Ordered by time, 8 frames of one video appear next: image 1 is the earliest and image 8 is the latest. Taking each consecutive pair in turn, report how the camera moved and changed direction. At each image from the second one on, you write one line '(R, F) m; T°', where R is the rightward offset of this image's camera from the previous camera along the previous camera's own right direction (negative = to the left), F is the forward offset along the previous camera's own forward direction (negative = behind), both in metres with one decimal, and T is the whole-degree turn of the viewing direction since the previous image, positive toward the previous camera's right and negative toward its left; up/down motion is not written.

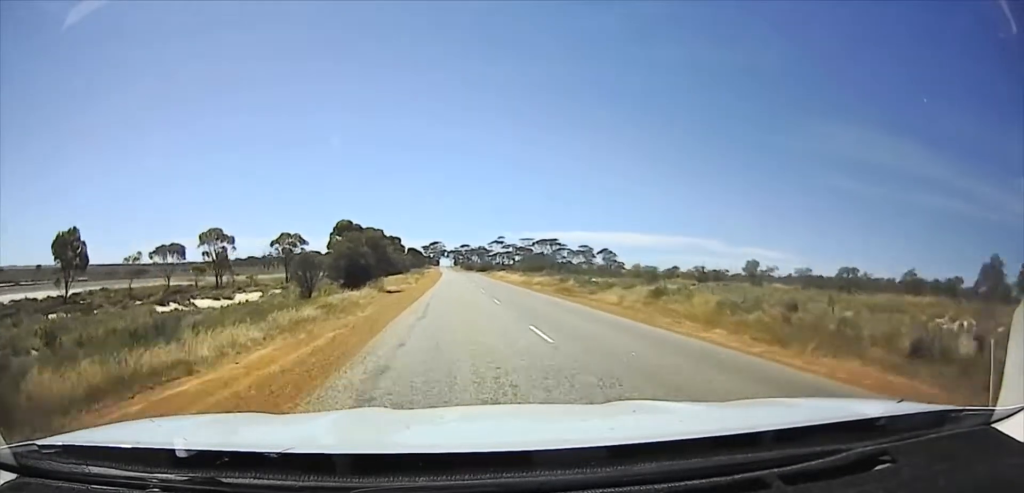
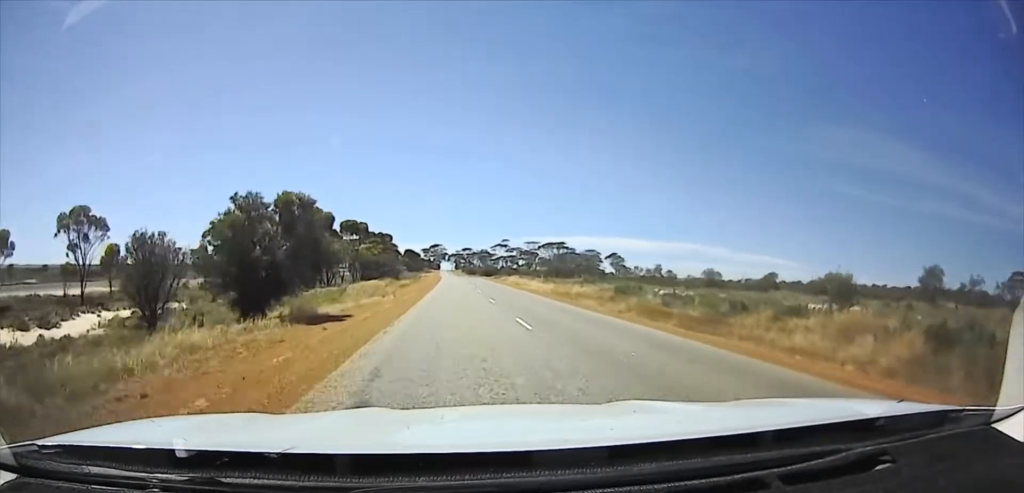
(-0.7, +32.8) m; 0°
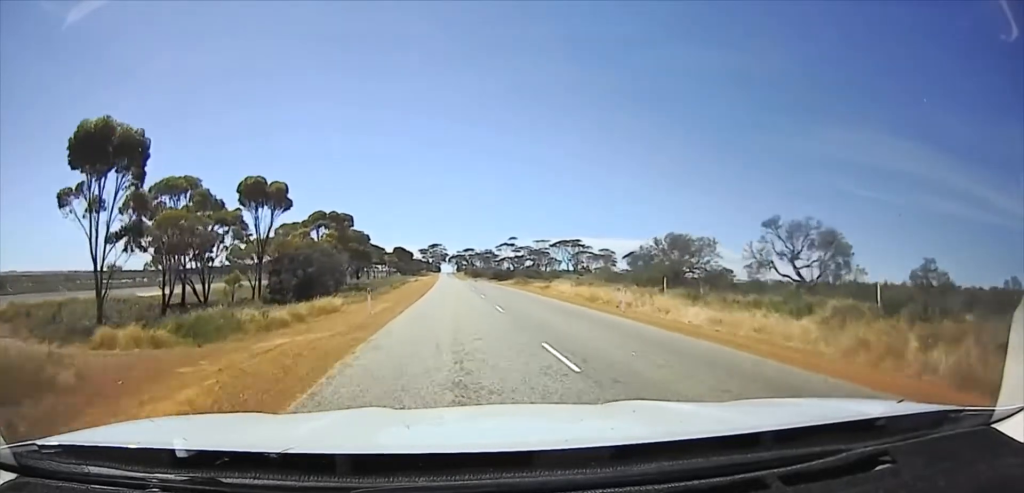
(+1.3, +66.4) m; +1°
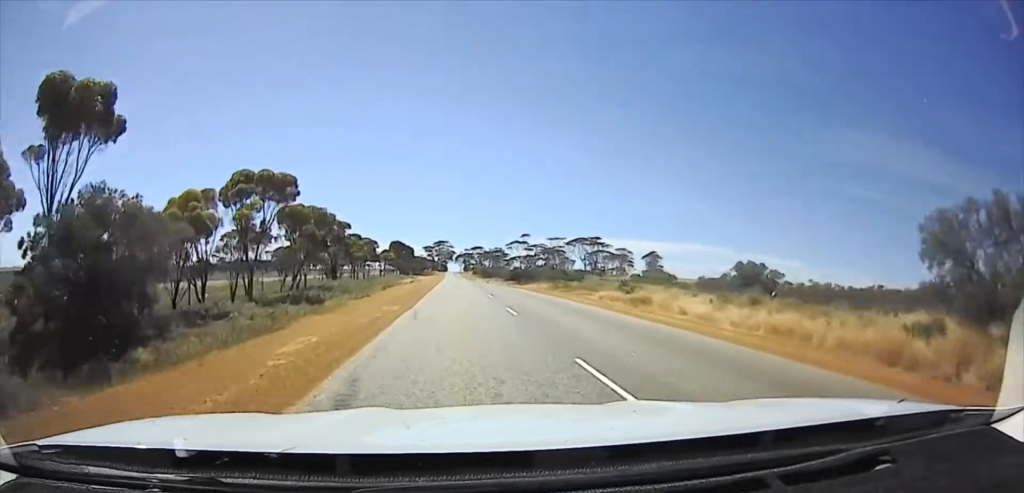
(-0.1, +35.1) m; -1°
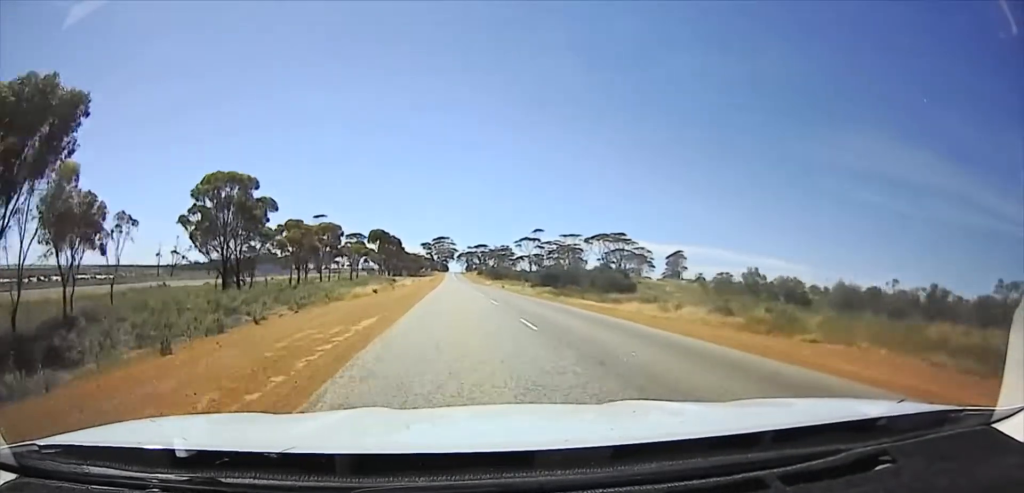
(-0.5, +45.4) m; -1°
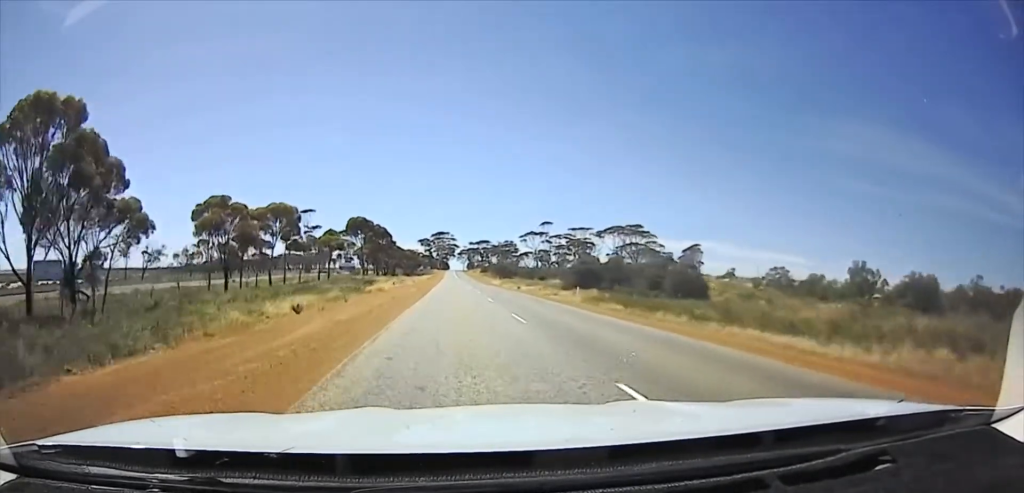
(0.0, +21.3) m; +1°
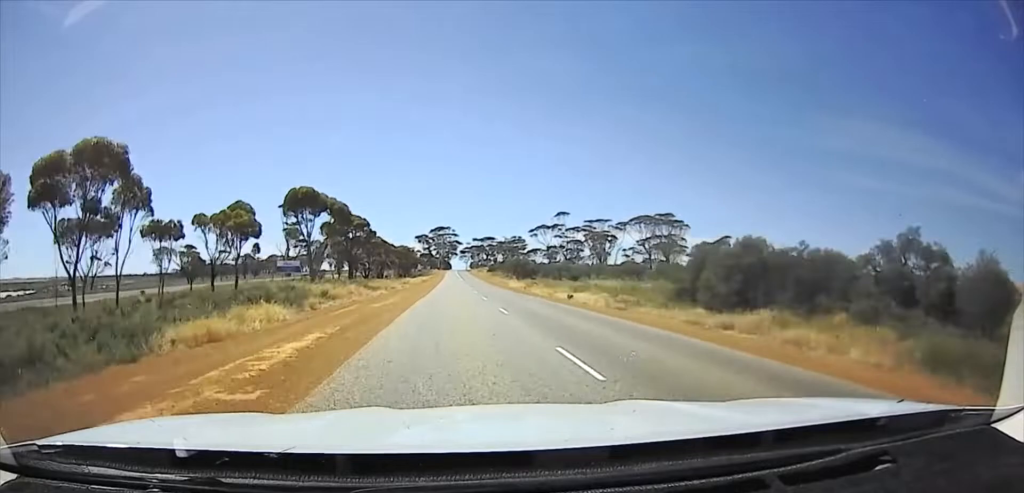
(+0.3, +26.7) m; +1°
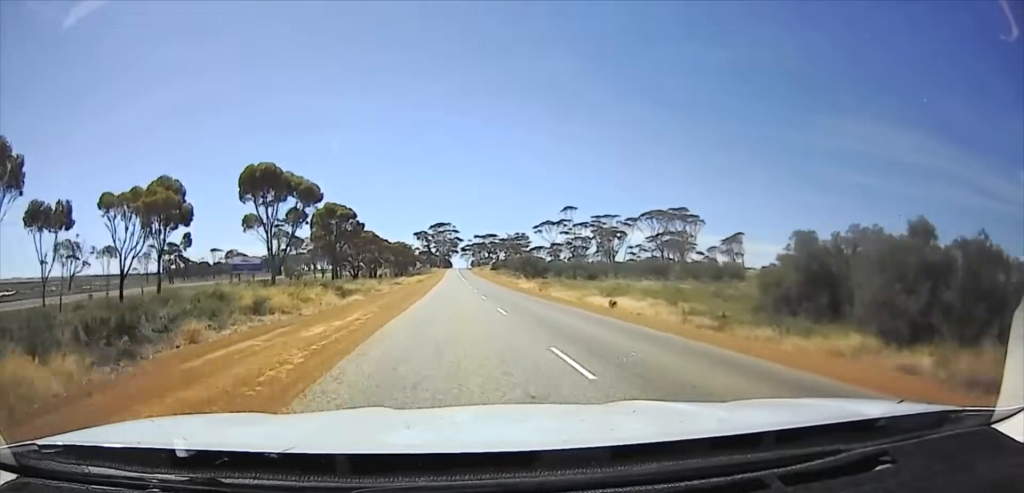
(0.0, +8.9) m; 0°
